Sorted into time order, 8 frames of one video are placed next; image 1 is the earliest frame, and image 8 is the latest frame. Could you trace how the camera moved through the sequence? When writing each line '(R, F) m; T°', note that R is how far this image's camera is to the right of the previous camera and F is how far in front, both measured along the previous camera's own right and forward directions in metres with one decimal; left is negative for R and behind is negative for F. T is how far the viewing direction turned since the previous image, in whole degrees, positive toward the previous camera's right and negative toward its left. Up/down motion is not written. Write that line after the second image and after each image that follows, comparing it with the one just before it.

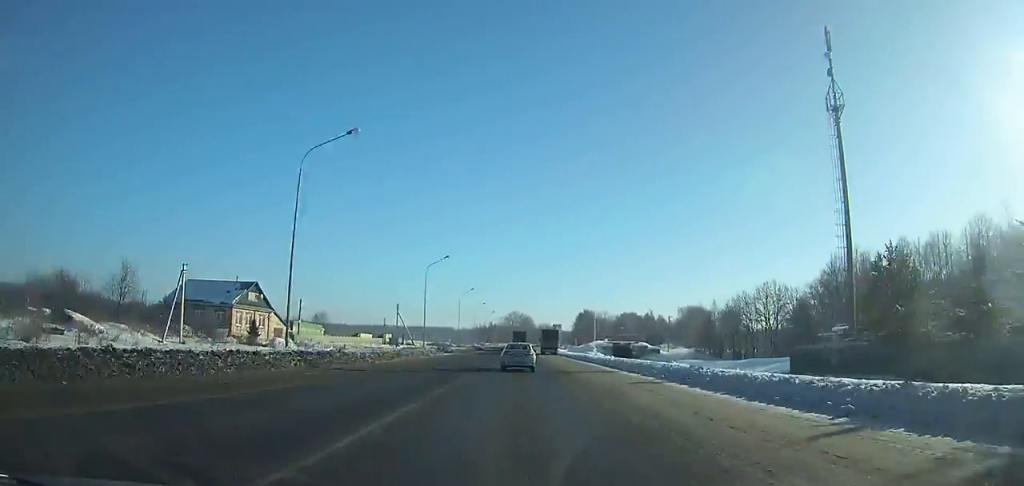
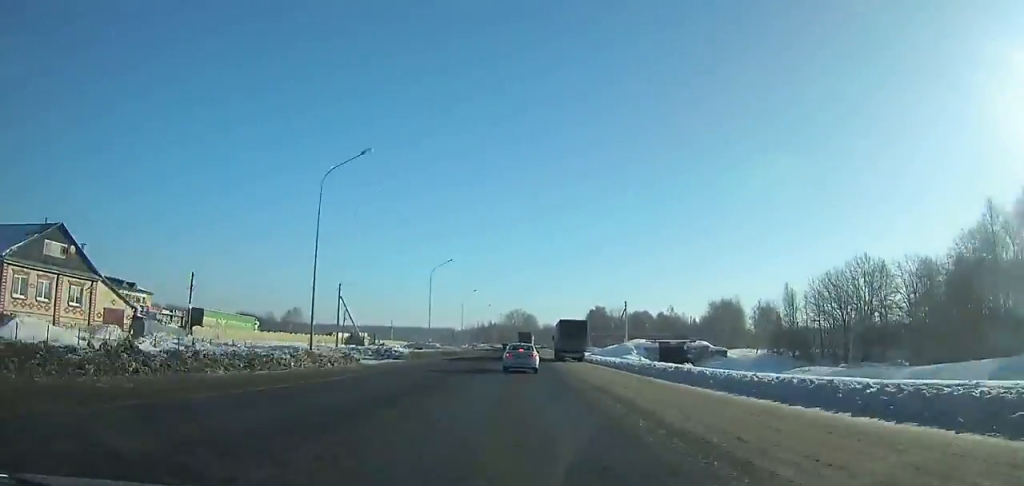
(-0.2, +32.1) m; 0°
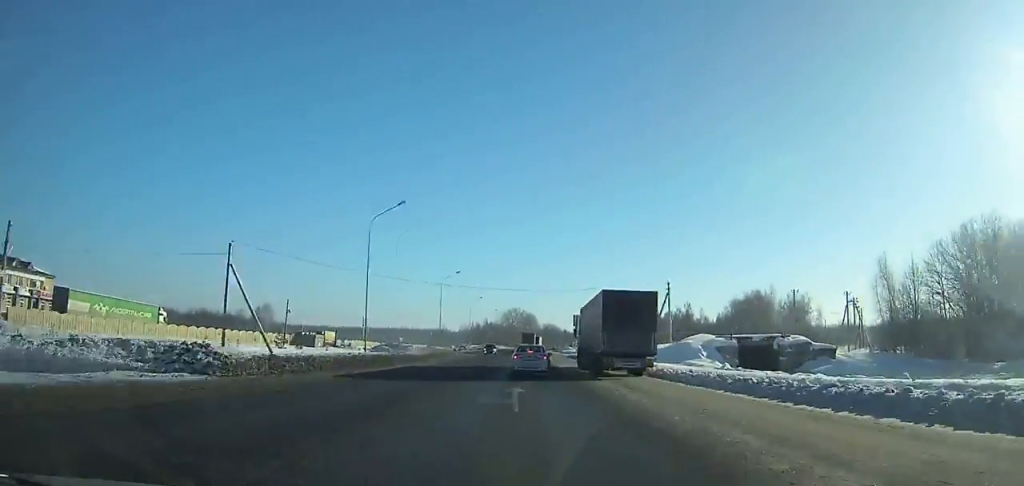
(+0.1, +23.4) m; +1°
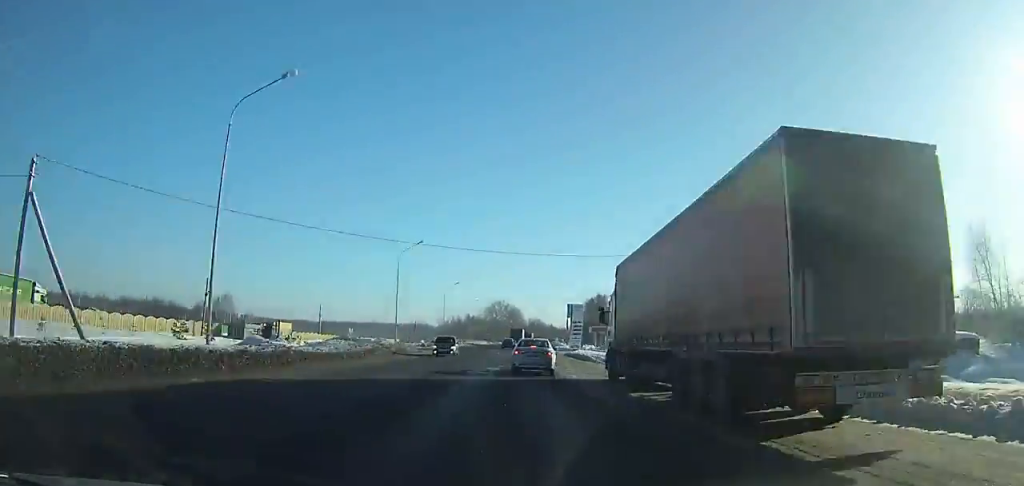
(+0.1, +16.2) m; +1°
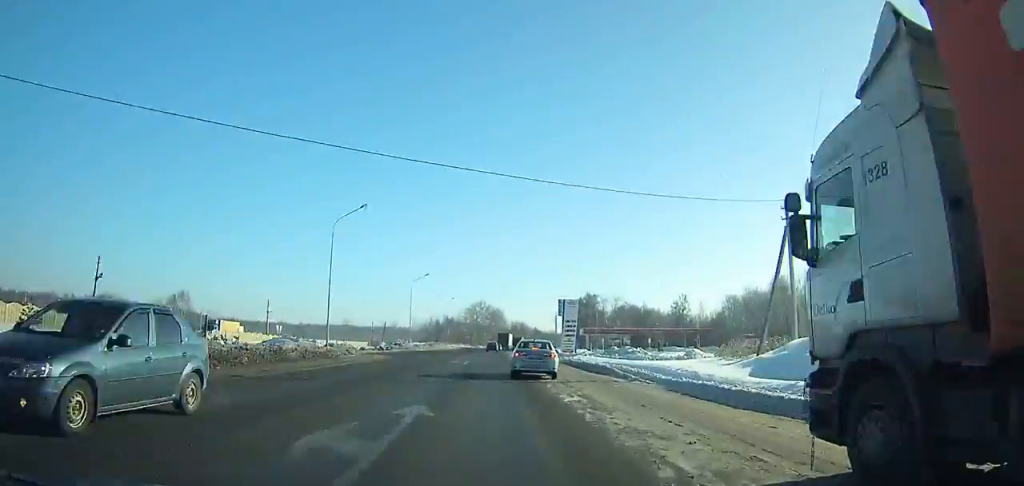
(+0.1, +14.6) m; +1°
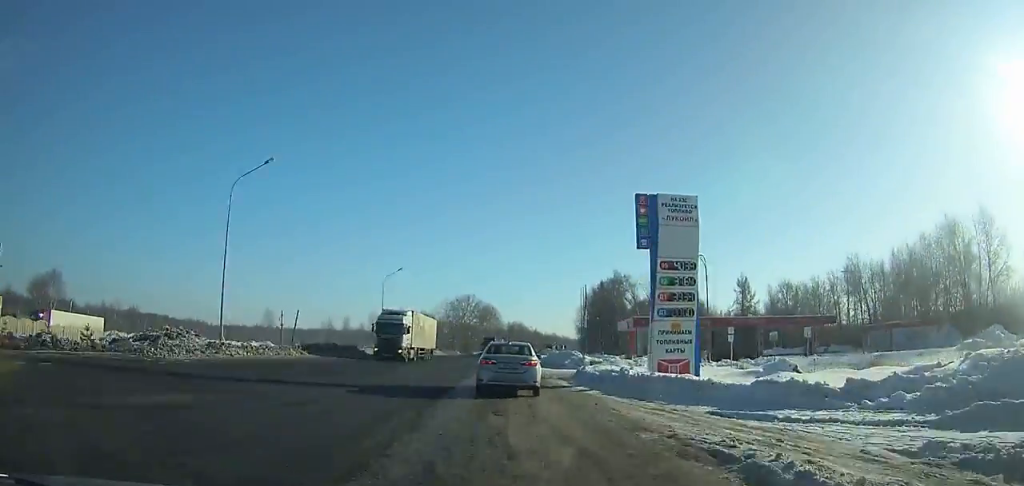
(+0.8, +53.6) m; +1°
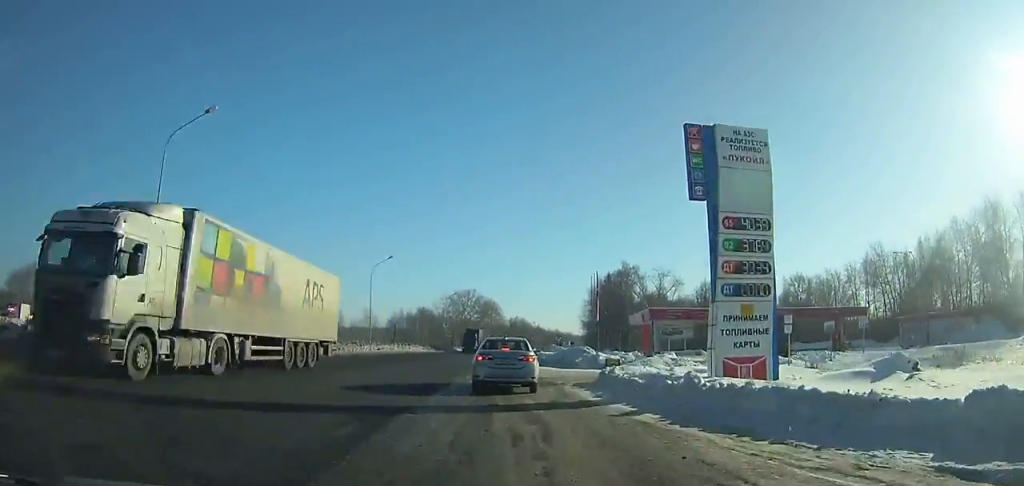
(0.0, +6.5) m; +2°
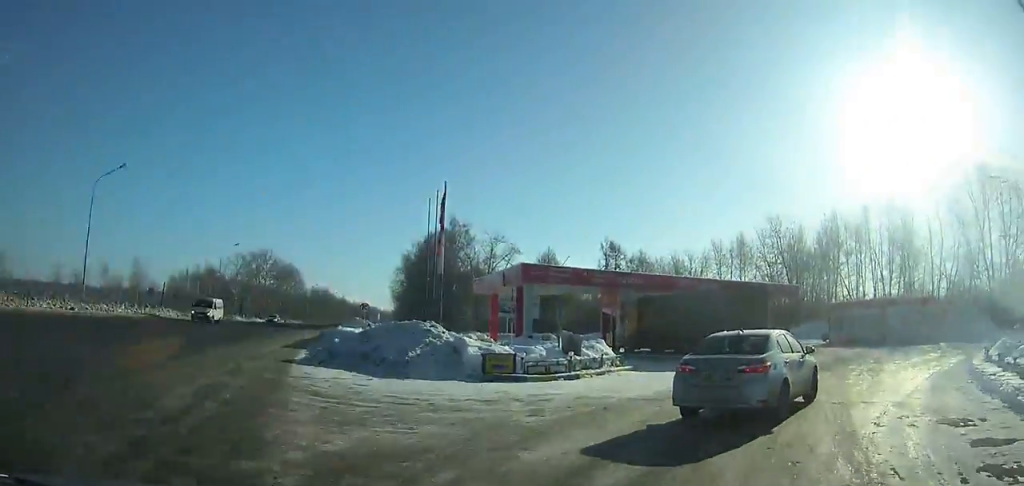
(+4.6, +18.0) m; +40°
